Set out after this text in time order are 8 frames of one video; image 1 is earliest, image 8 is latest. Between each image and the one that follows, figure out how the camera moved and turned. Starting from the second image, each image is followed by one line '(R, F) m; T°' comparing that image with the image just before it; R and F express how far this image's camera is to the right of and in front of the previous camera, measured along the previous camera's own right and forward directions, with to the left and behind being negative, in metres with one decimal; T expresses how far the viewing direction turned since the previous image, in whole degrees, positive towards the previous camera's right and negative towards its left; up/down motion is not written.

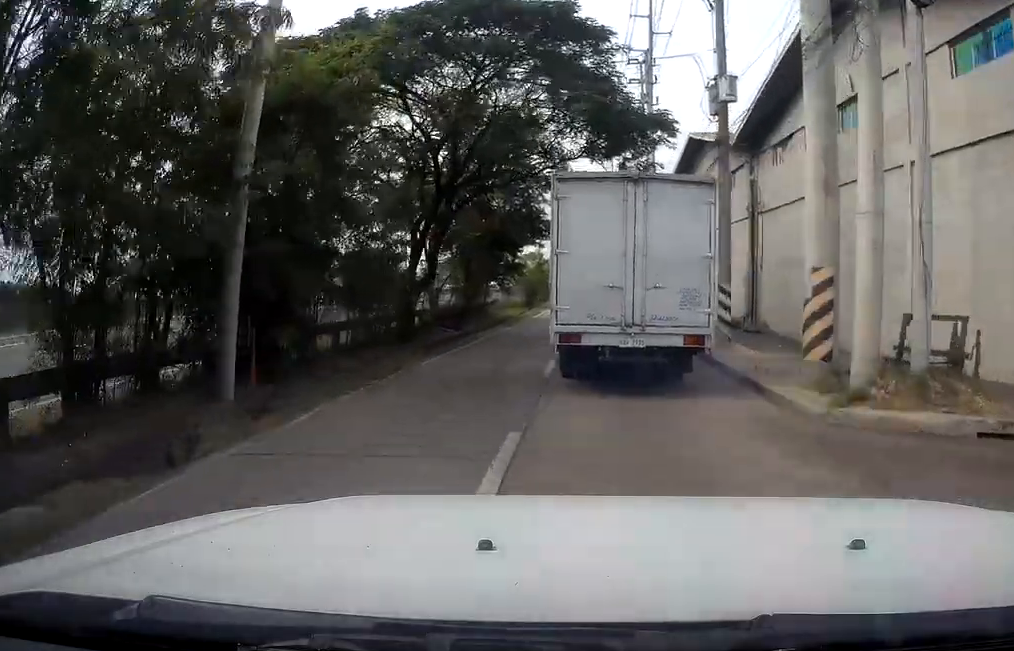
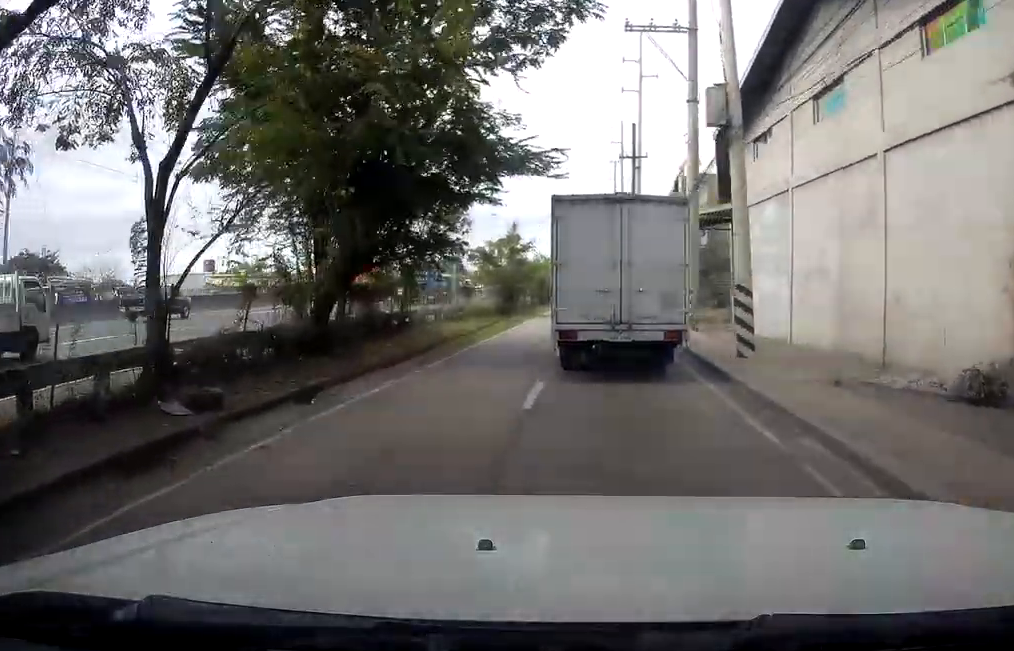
(+0.6, +22.2) m; +2°
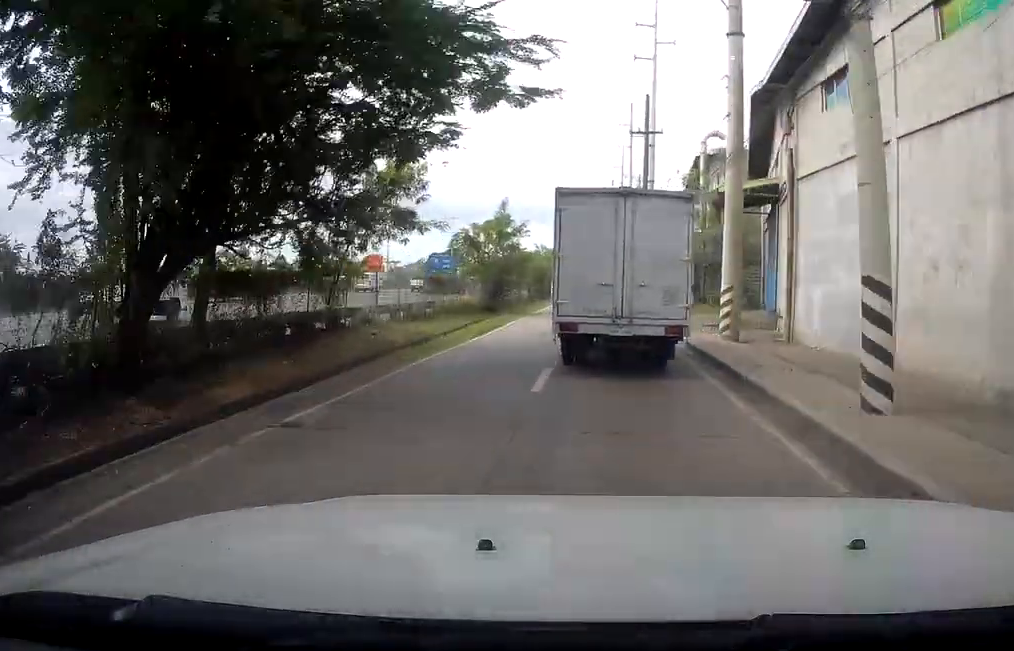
(-0.6, +7.9) m; 0°
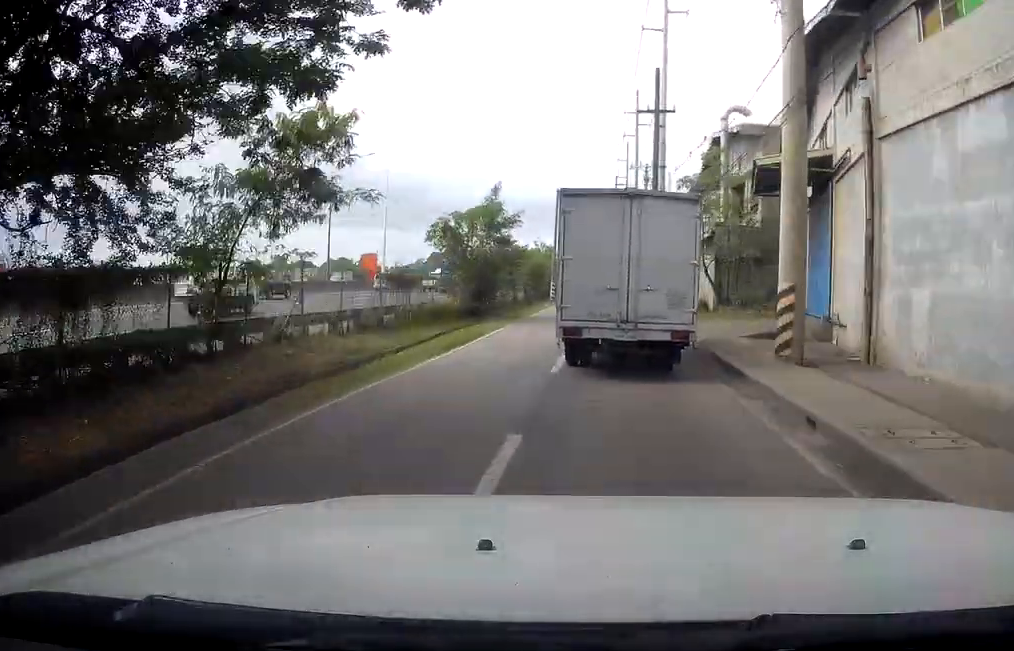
(+0.2, +6.2) m; 0°
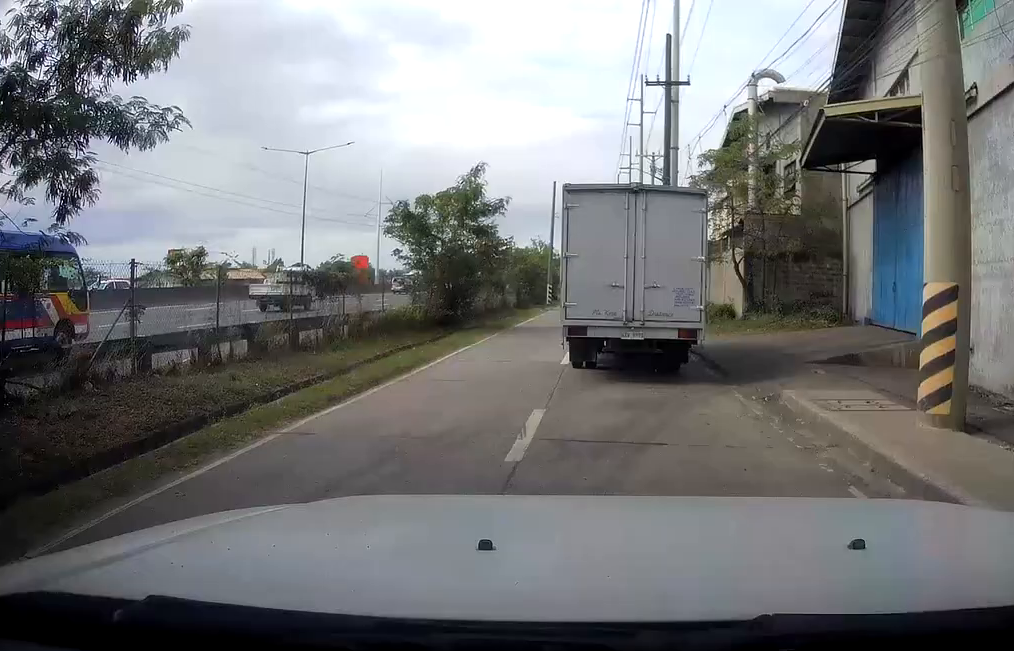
(+0.2, +6.9) m; 0°
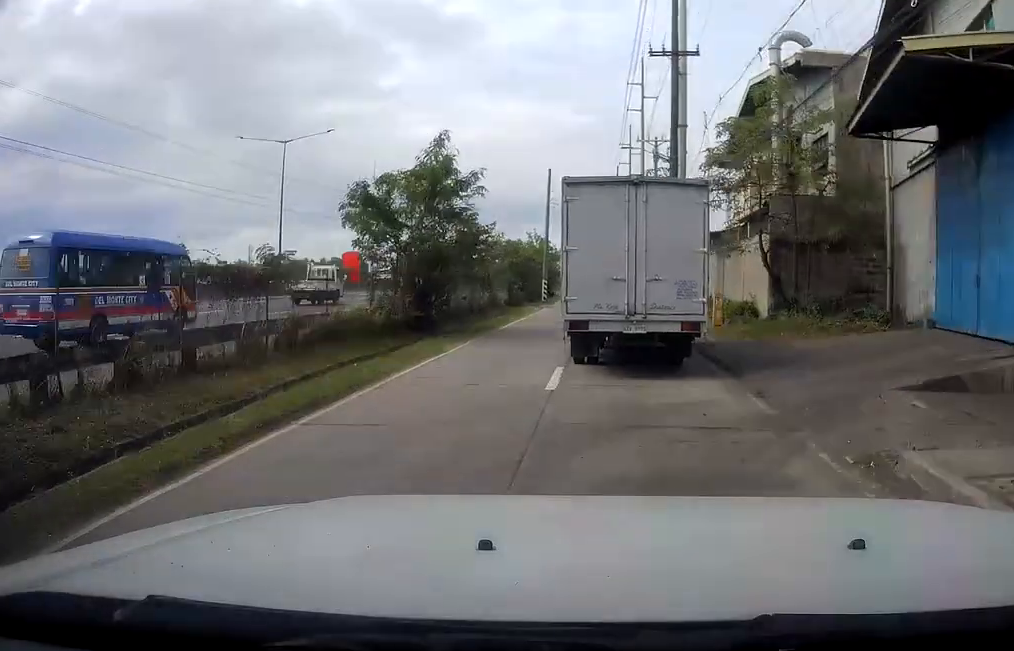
(-0.3, +4.6) m; 0°
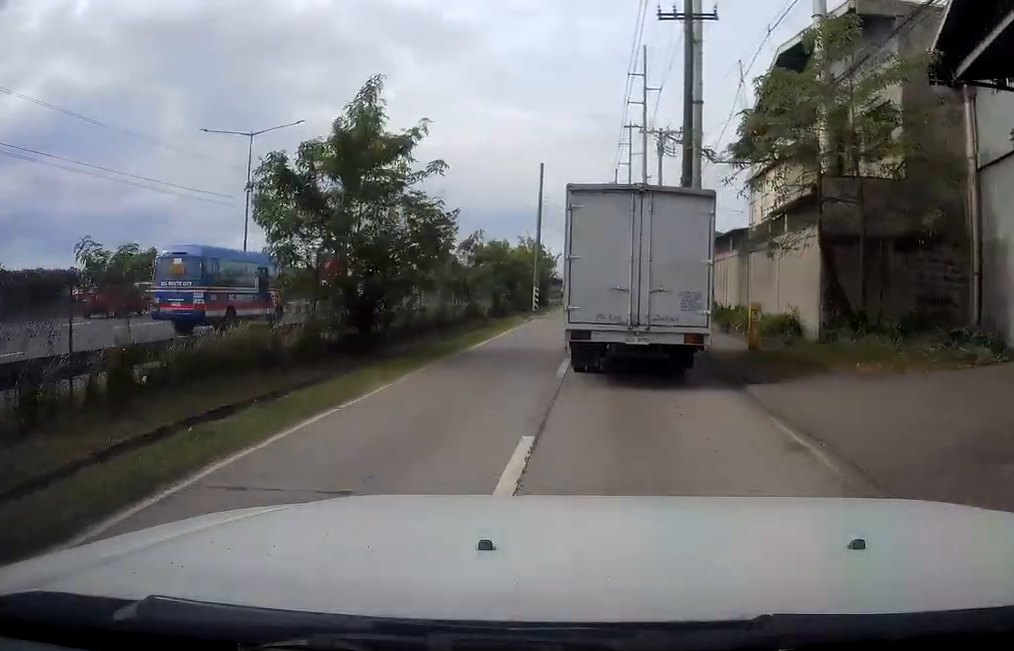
(0.0, +6.3) m; 0°
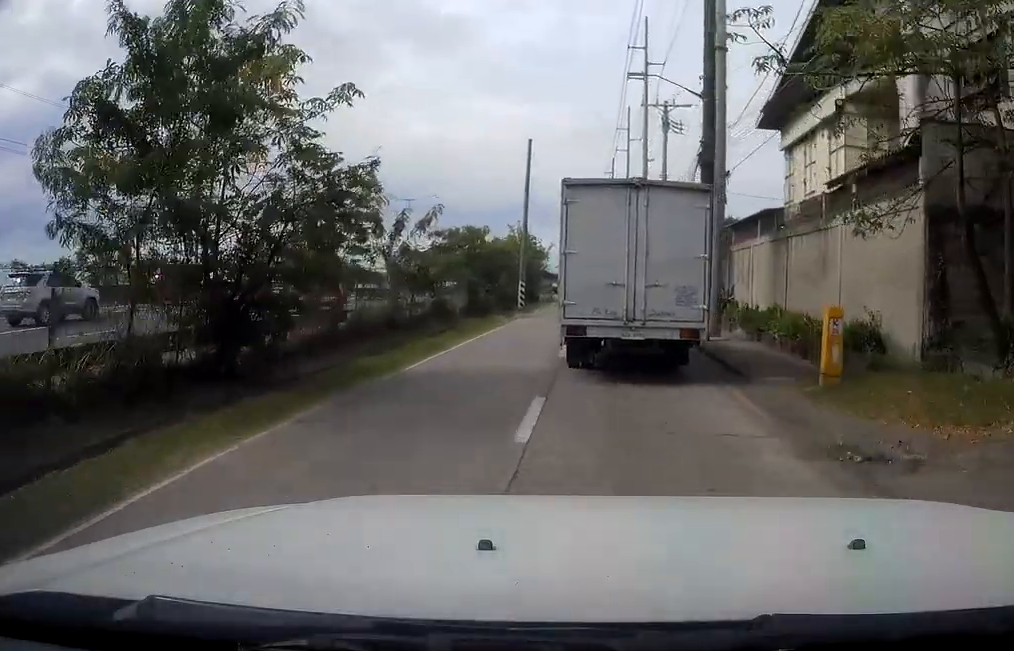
(+0.6, +6.9) m; -1°
